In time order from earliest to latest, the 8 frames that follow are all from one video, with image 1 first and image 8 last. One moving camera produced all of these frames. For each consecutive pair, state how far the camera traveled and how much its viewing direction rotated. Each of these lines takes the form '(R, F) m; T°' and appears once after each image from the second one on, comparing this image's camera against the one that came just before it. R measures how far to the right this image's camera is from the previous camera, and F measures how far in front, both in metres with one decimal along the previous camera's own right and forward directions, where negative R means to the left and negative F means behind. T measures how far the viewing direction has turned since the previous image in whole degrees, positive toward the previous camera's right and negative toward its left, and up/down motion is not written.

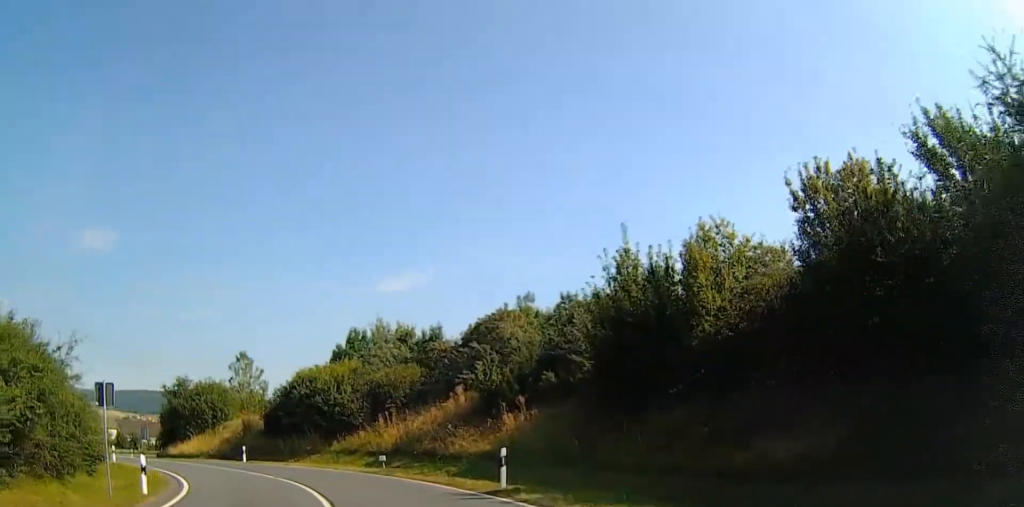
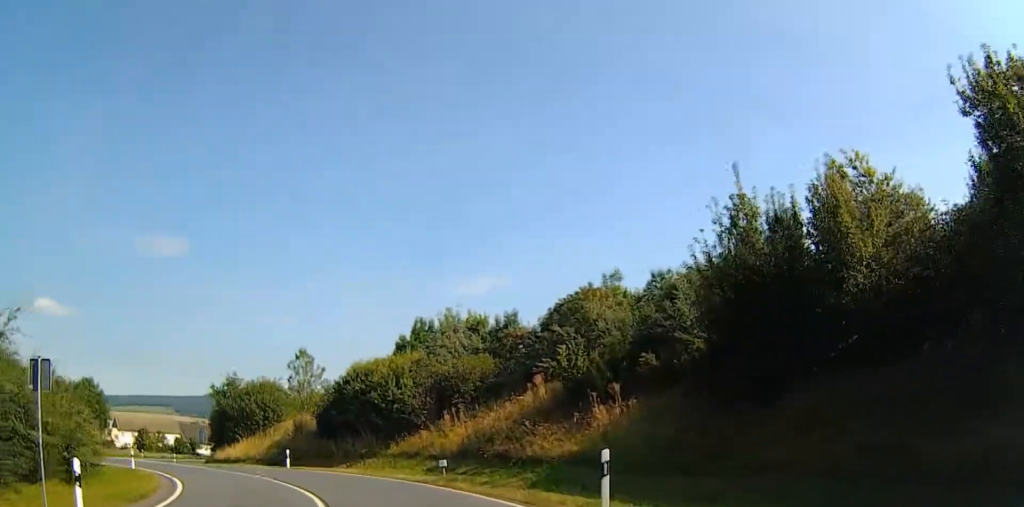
(-0.7, +5.5) m; -6°
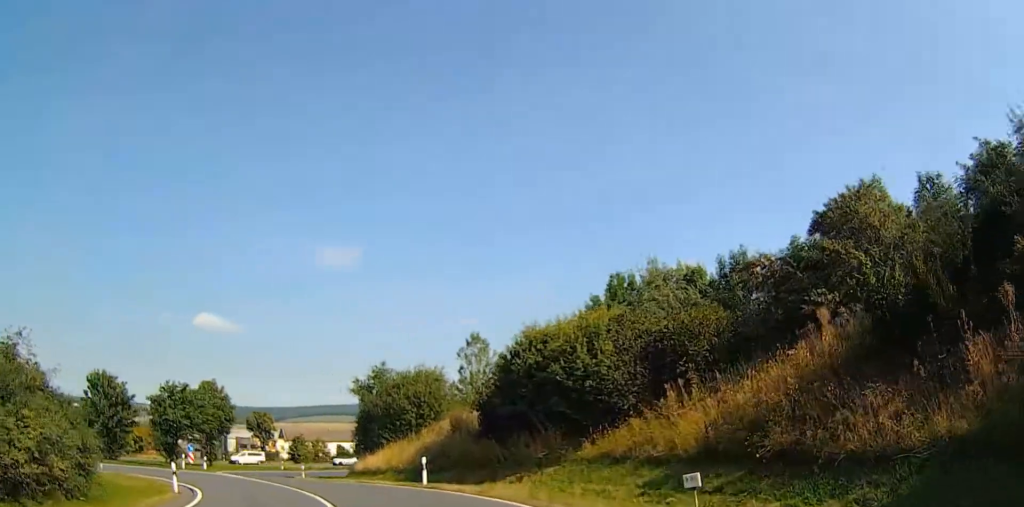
(-0.4, +12.3) m; -15°
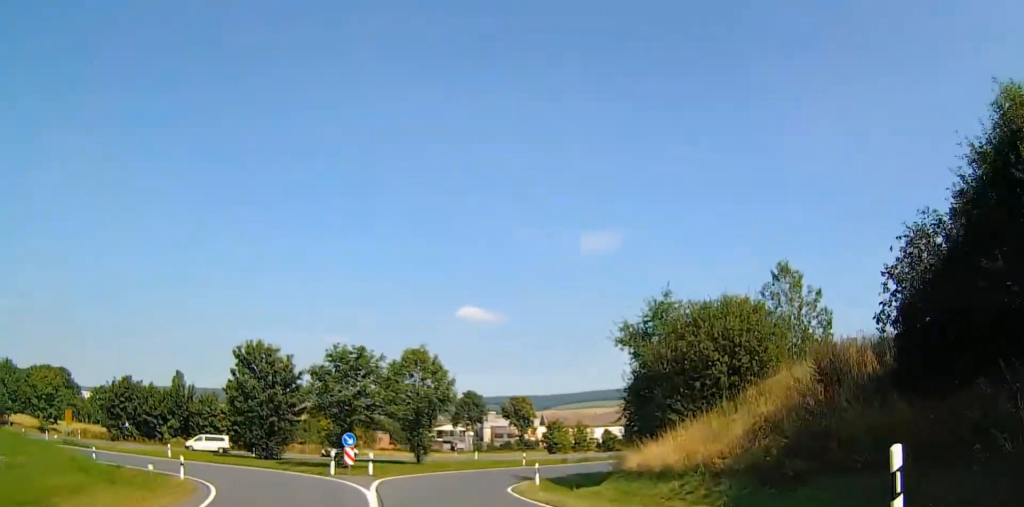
(-4.3, +16.6) m; -15°
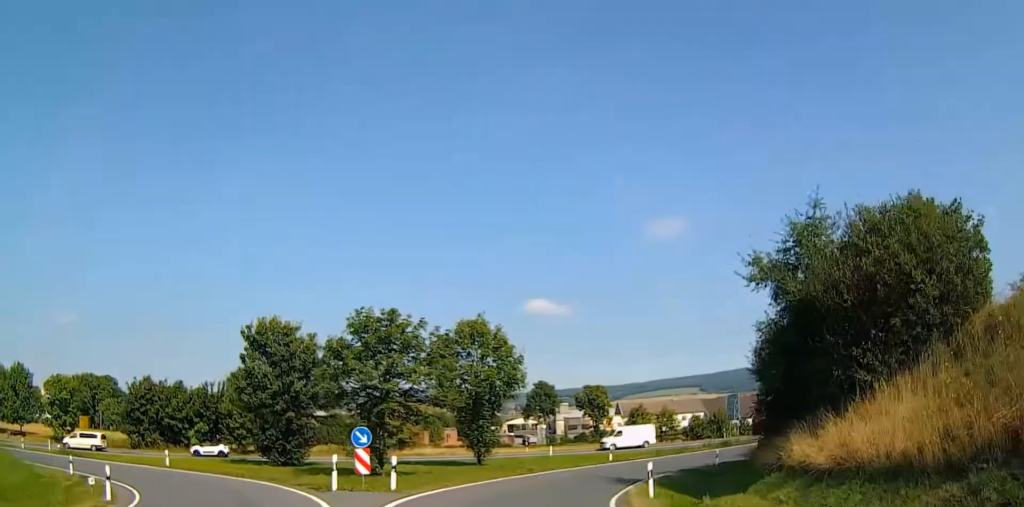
(0.0, +9.0) m; +1°
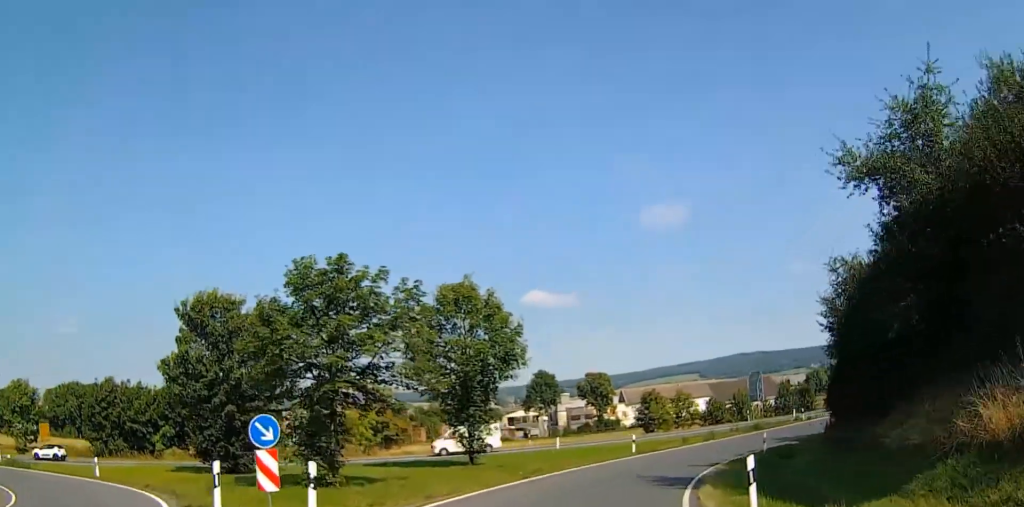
(+0.1, +7.2) m; +1°
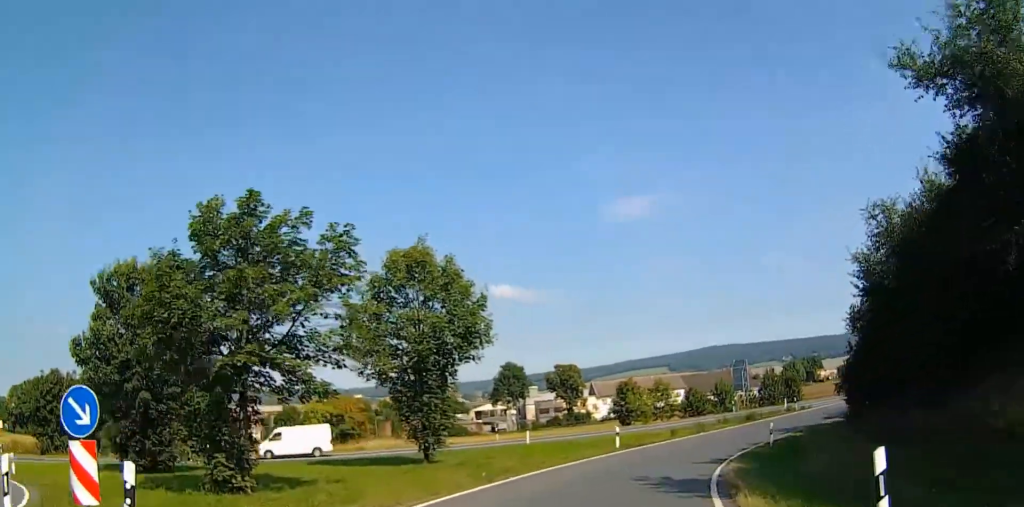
(0.0, +4.7) m; +1°
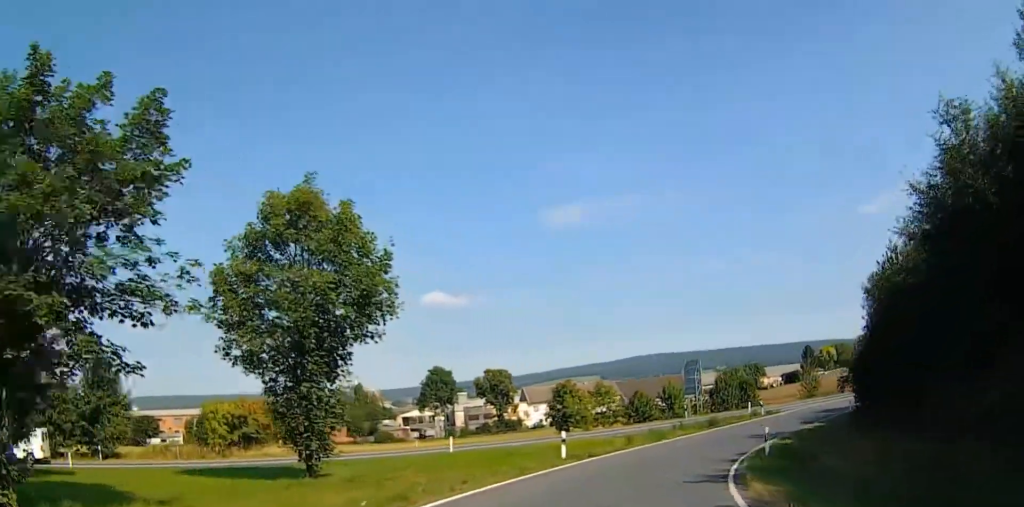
(+0.1, +7.2) m; +4°
